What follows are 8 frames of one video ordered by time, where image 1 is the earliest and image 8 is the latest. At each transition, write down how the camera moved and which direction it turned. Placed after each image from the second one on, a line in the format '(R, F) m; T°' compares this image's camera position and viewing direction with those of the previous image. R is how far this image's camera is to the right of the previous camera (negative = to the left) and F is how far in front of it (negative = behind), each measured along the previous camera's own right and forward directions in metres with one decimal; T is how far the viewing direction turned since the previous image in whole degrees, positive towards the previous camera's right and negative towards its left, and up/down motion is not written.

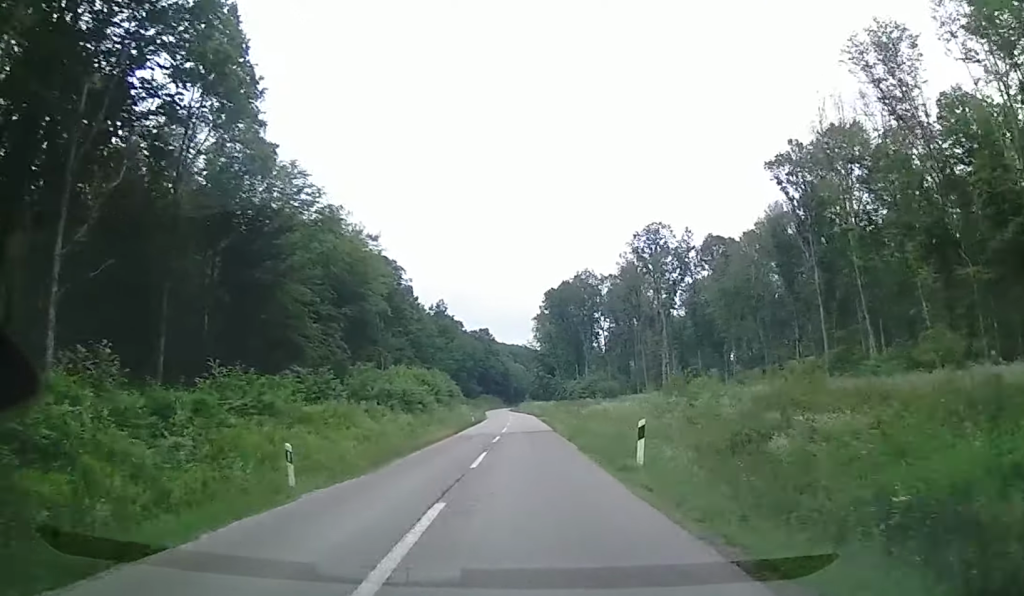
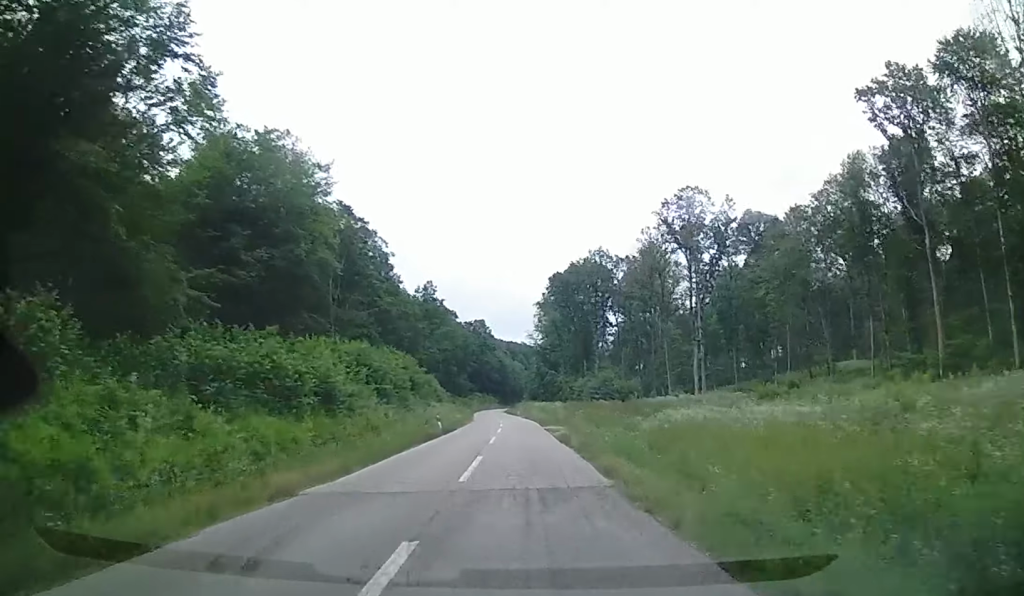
(0.0, +23.6) m; +1°
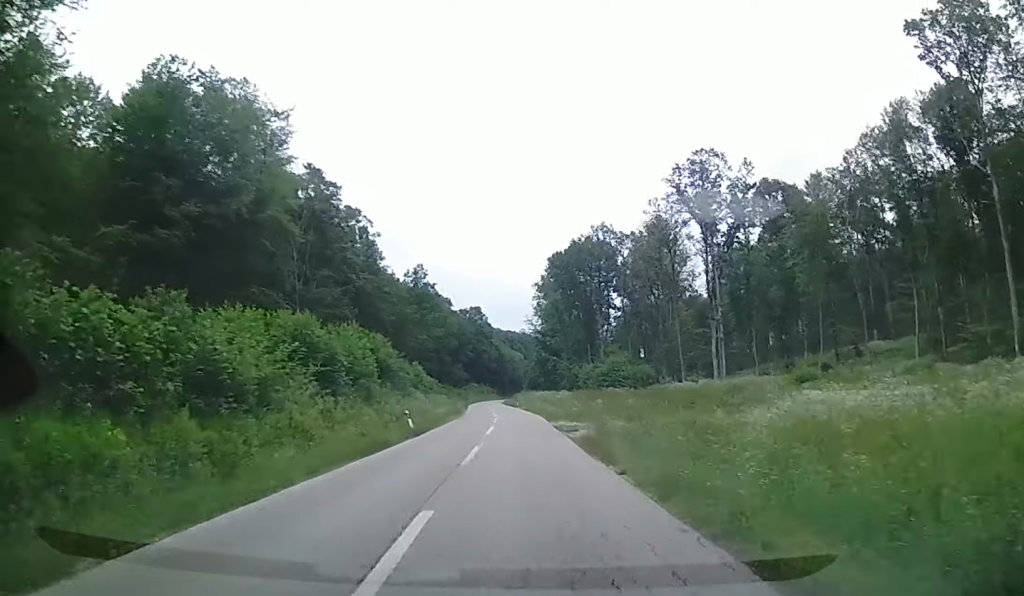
(+0.5, +10.4) m; 0°
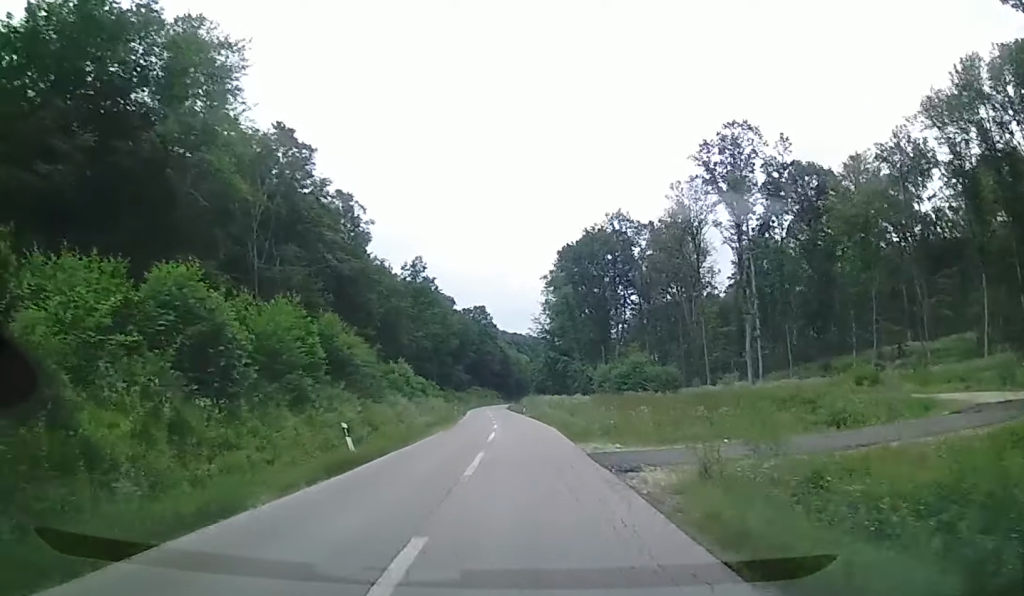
(-0.4, +11.3) m; -1°
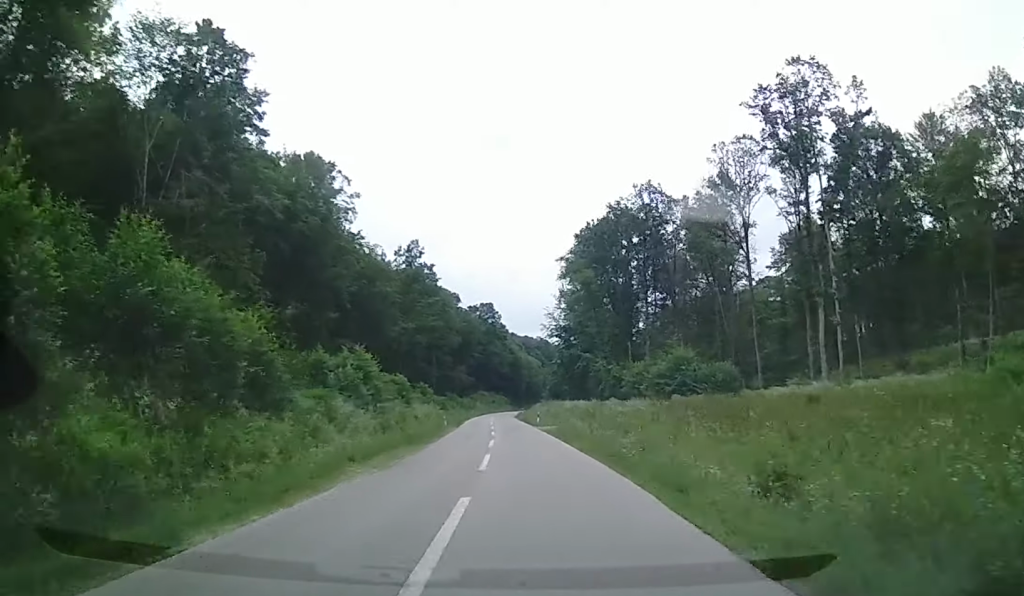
(-0.5, +17.5) m; 0°
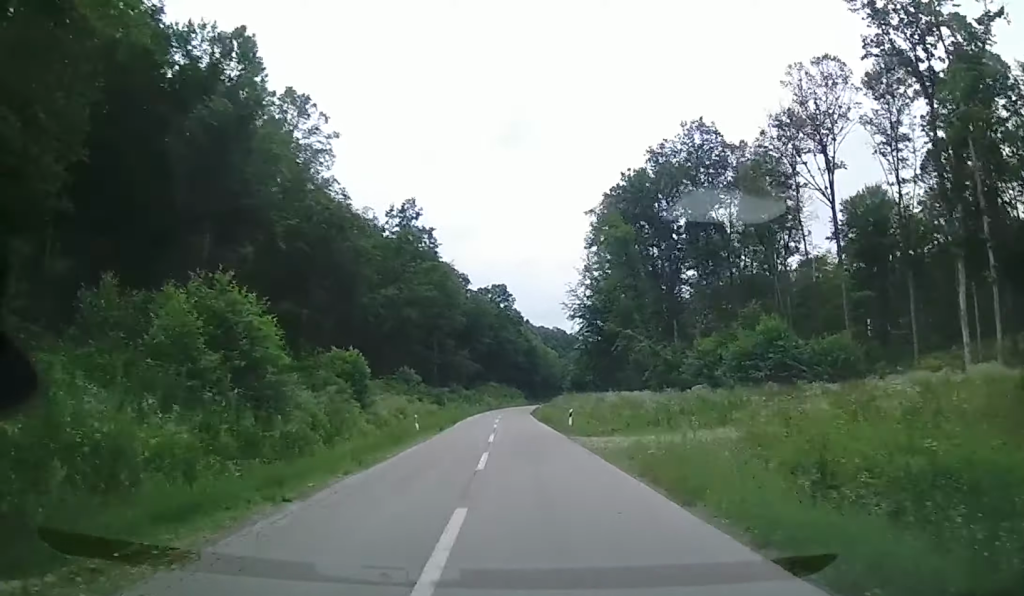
(+0.4, +20.2) m; +2°
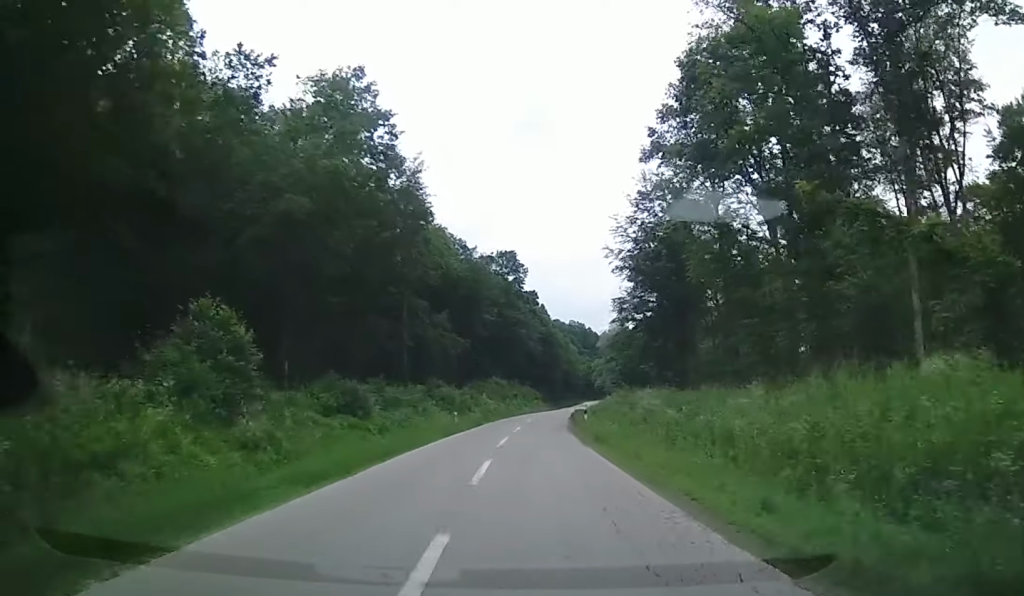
(-0.6, +41.3) m; -3°
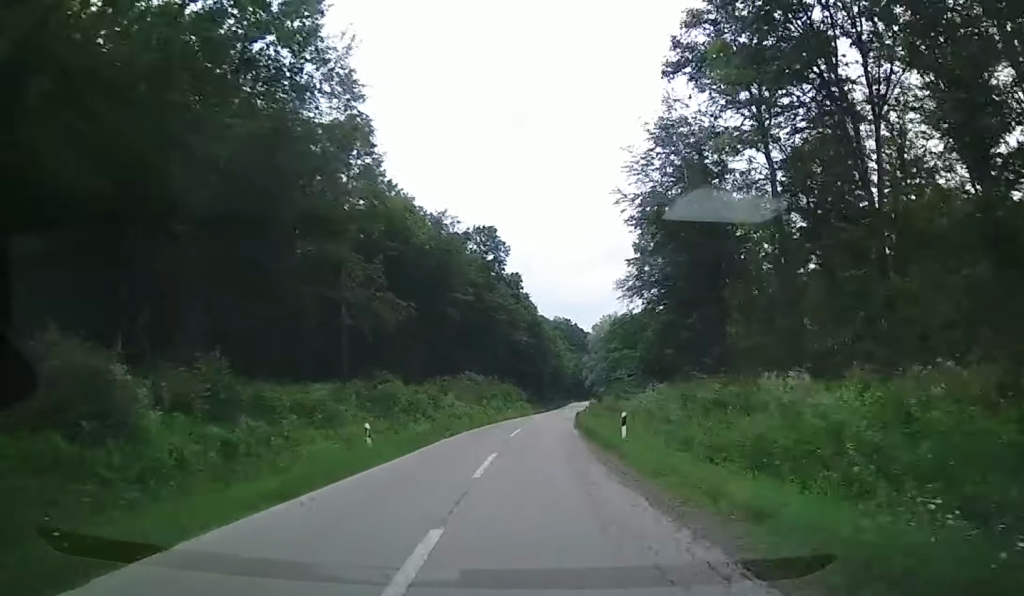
(-0.3, +18.9) m; 0°
